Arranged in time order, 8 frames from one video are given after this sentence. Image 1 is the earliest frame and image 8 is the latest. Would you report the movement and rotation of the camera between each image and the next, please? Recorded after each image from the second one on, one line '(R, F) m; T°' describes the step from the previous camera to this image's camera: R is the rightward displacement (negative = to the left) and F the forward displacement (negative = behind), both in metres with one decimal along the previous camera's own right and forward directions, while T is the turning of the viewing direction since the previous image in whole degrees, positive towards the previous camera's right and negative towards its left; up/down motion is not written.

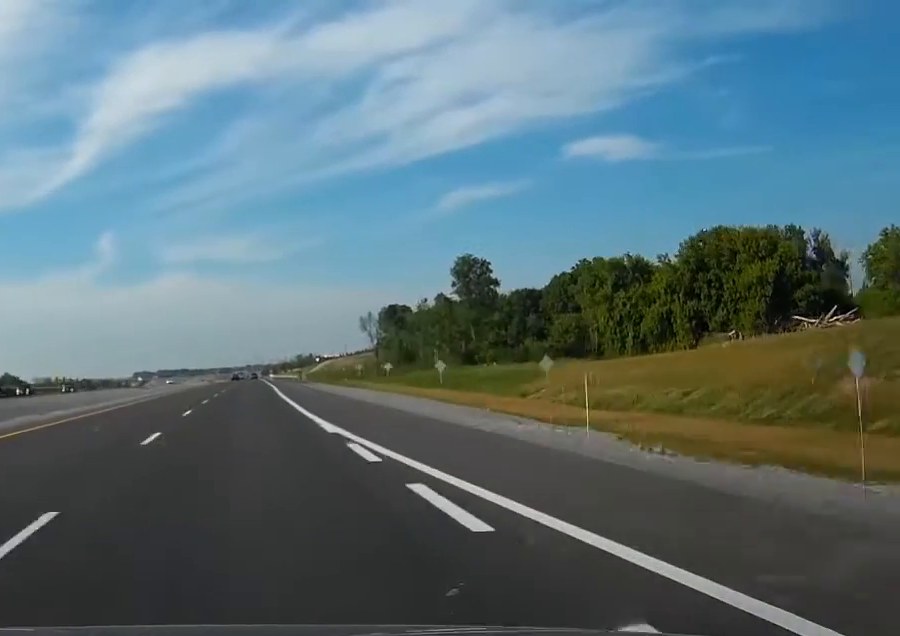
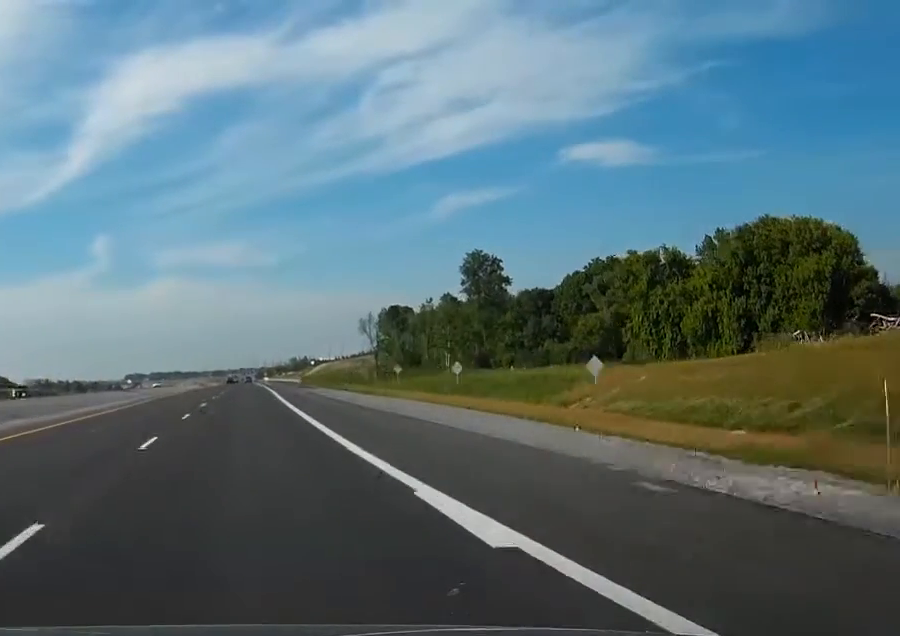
(-0.9, +12.4) m; +1°
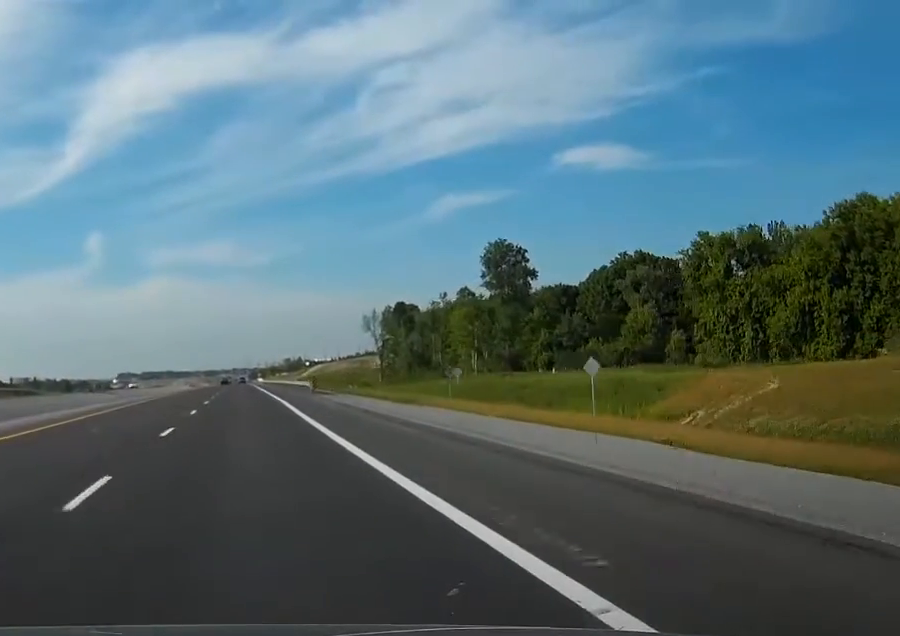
(+1.7, +19.7) m; +2°
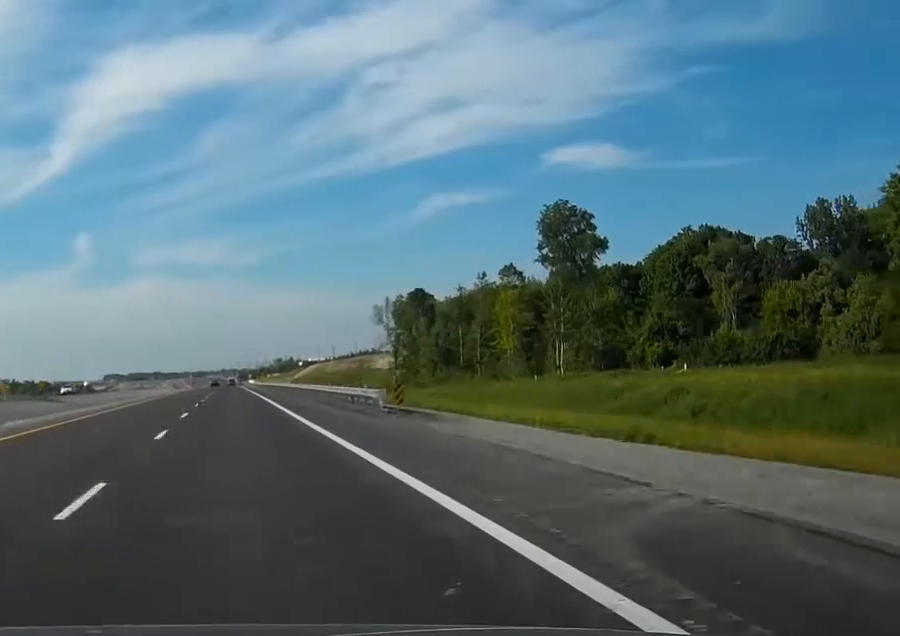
(+0.4, +36.3) m; 0°
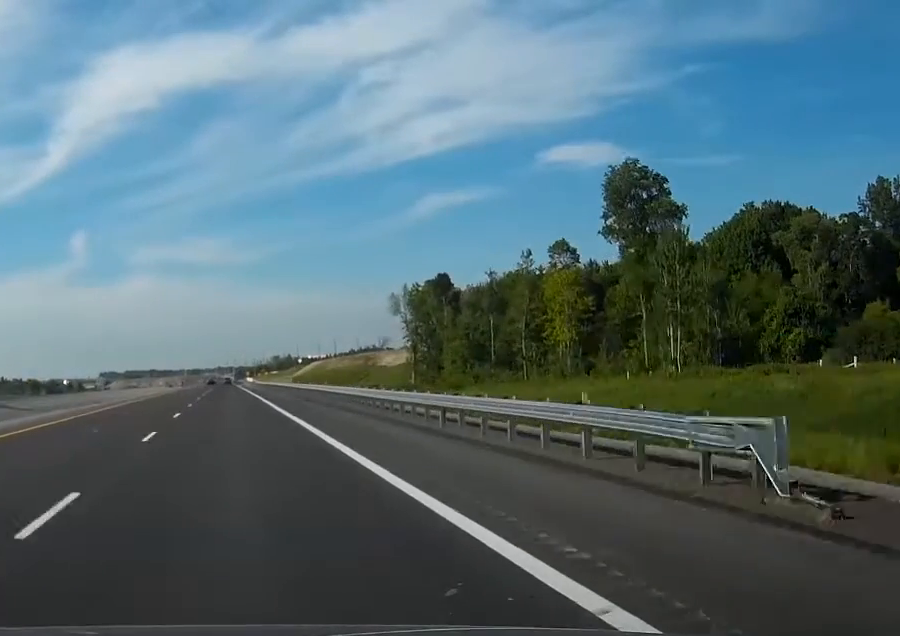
(-0.2, +24.9) m; -1°
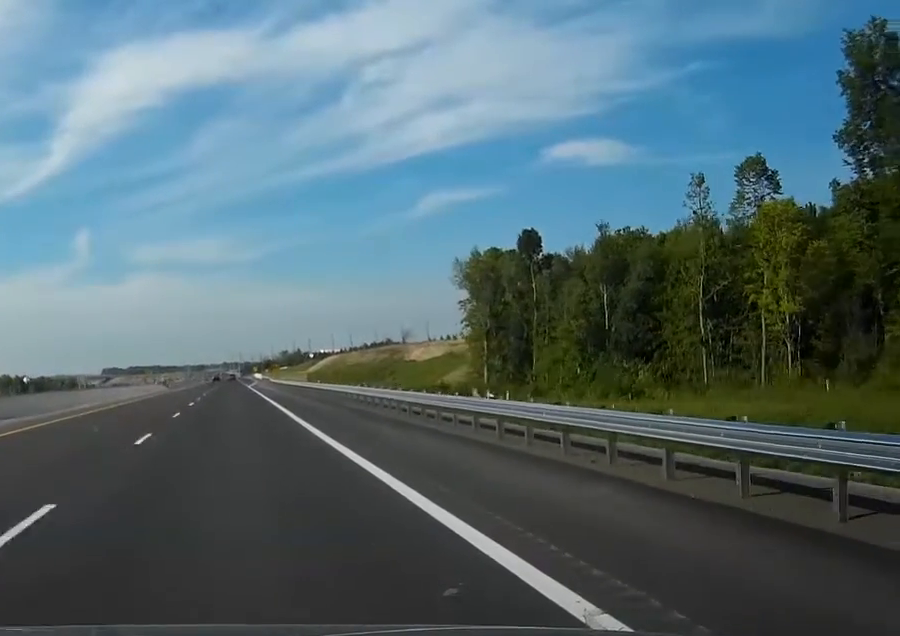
(-0.1, +48.8) m; 0°
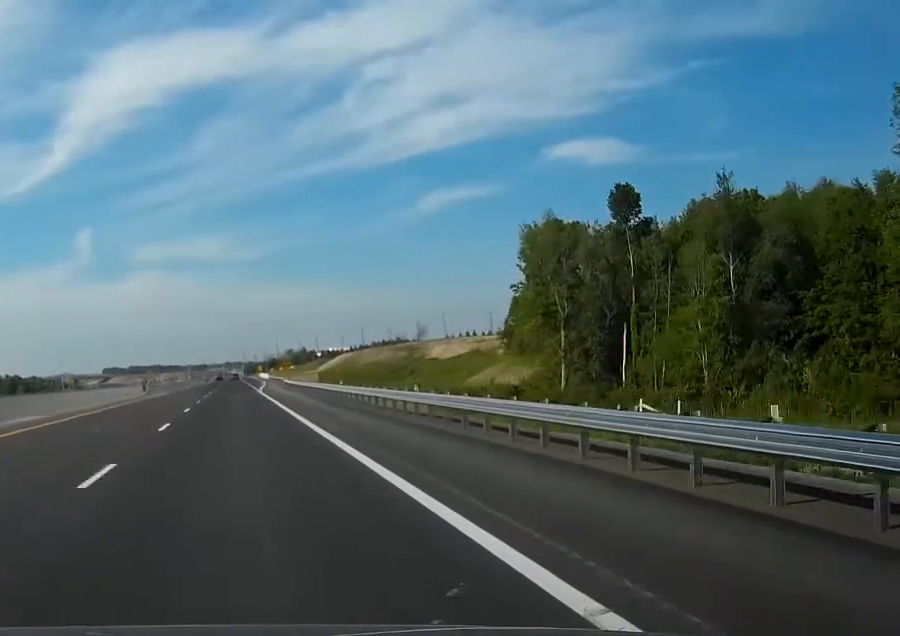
(0.0, +31.1) m; 0°
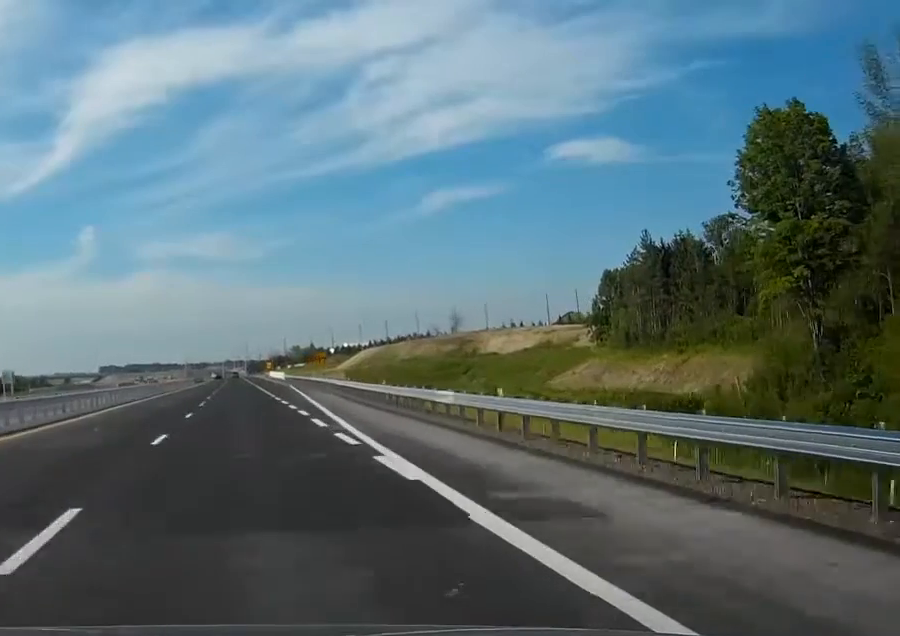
(-0.2, +64.3) m; 0°
